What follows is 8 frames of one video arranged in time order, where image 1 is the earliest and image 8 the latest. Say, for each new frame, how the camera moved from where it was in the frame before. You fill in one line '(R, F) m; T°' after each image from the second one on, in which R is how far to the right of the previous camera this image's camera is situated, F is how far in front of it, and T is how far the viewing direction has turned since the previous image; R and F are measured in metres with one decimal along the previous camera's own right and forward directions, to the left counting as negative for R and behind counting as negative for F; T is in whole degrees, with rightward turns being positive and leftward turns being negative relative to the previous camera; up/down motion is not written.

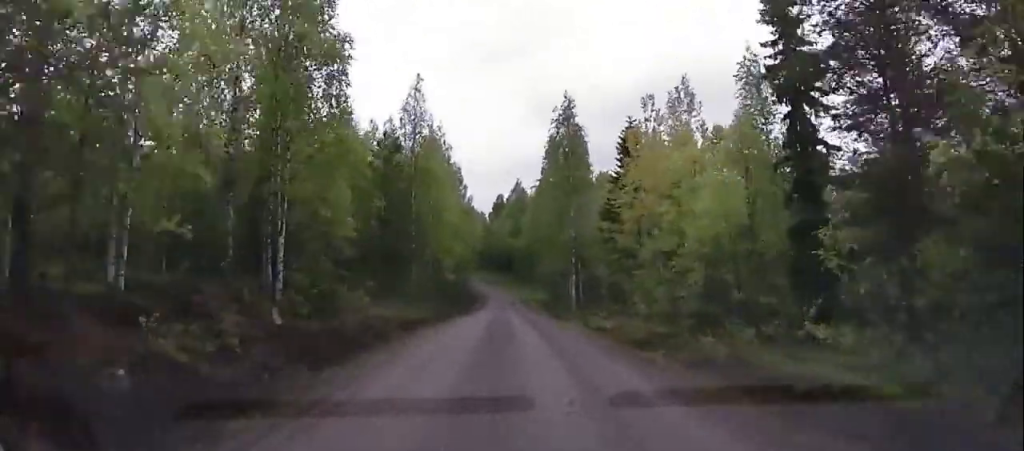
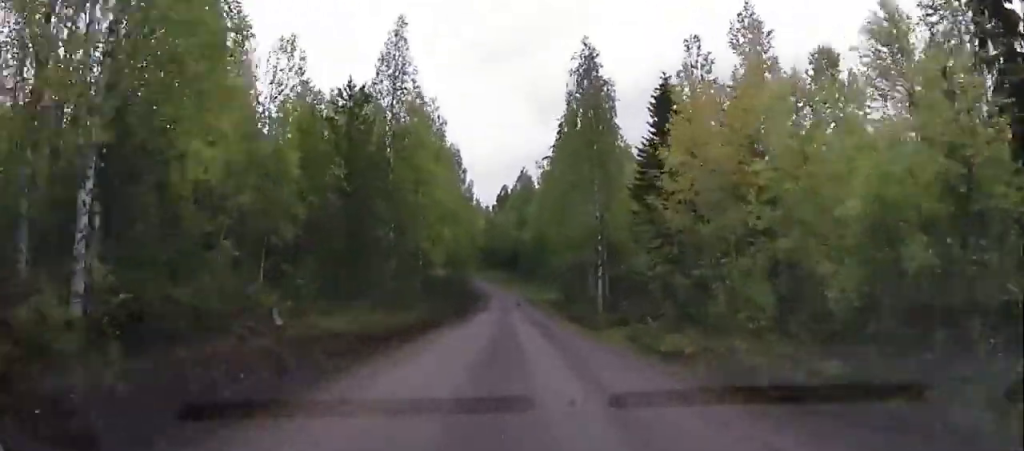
(+0.1, +9.7) m; -1°
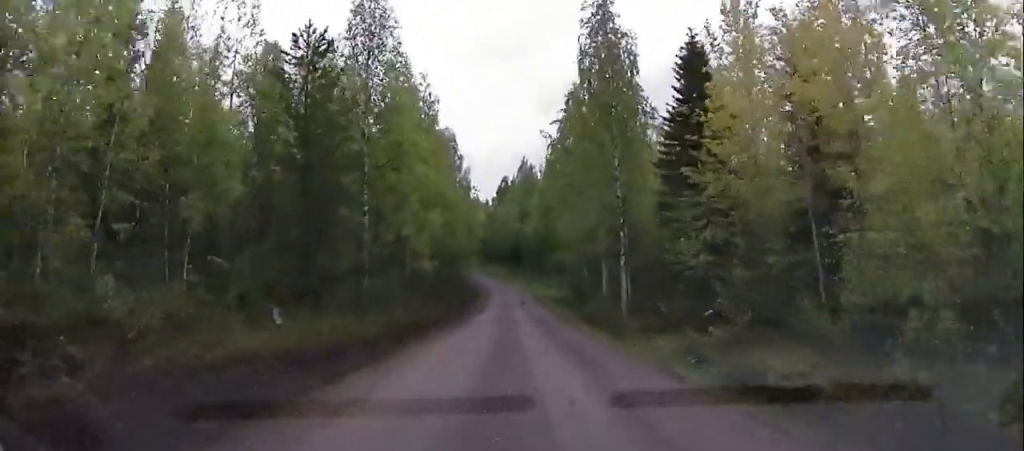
(+0.2, +6.4) m; -1°
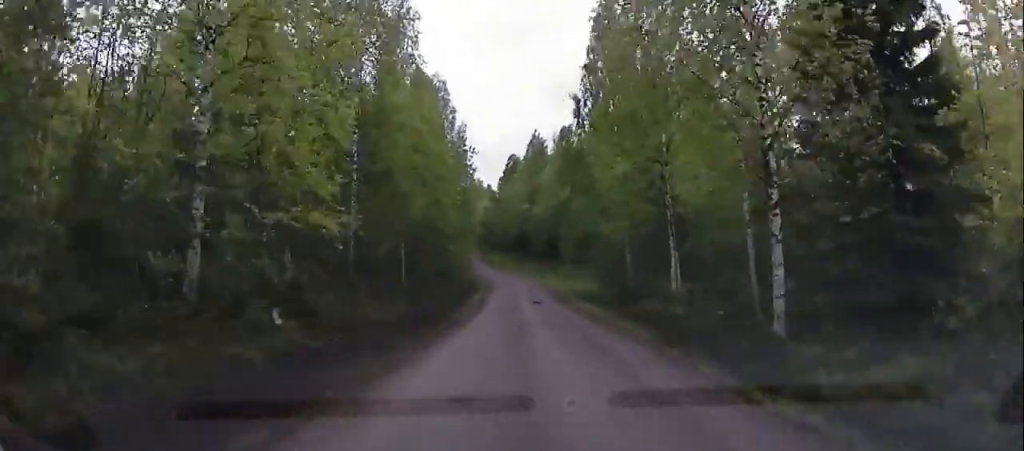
(-0.7, +14.9) m; -2°
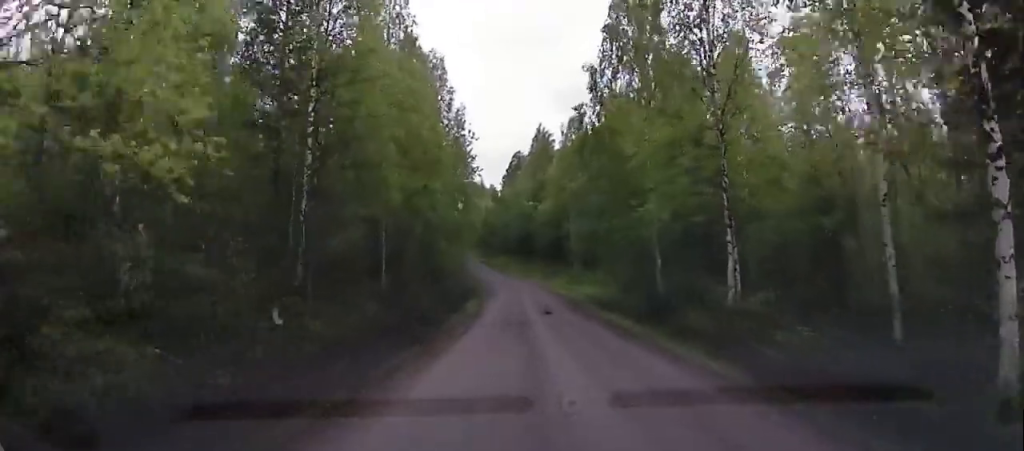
(+0.1, +6.2) m; 0°
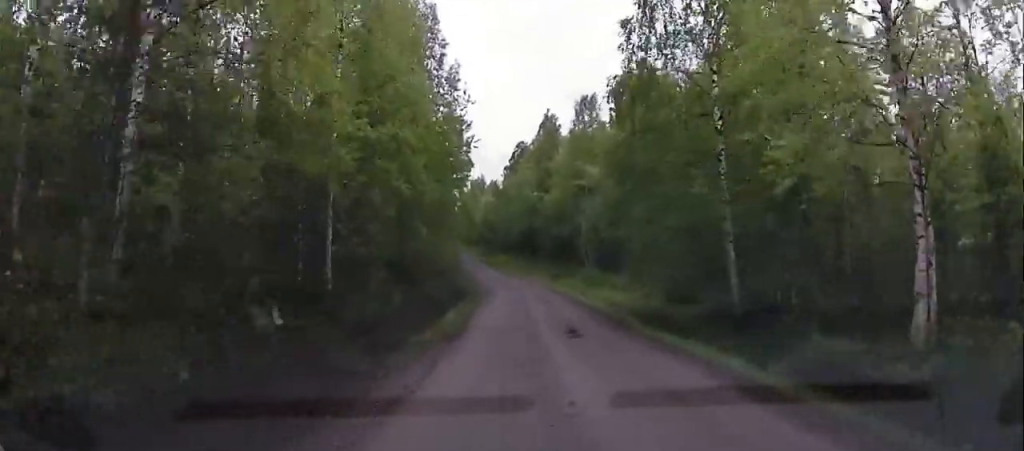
(-0.1, +8.9) m; +1°
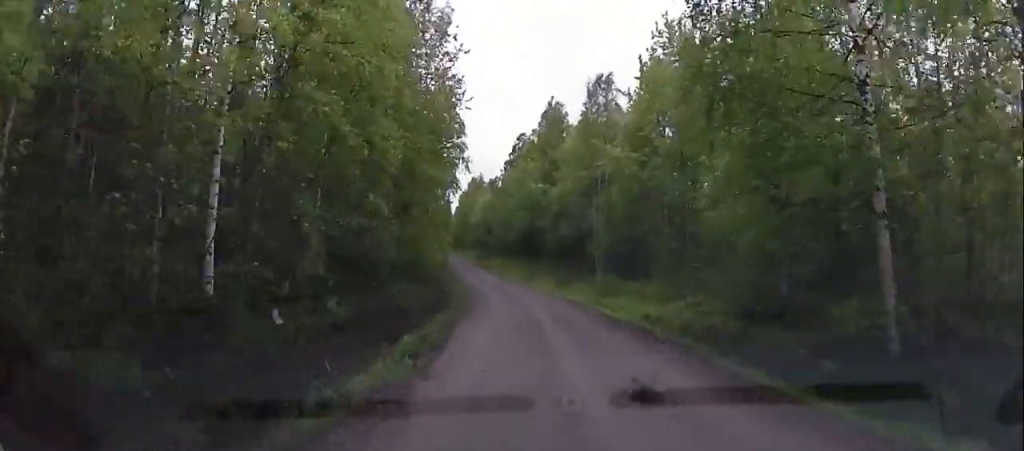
(+0.3, +8.8) m; +3°
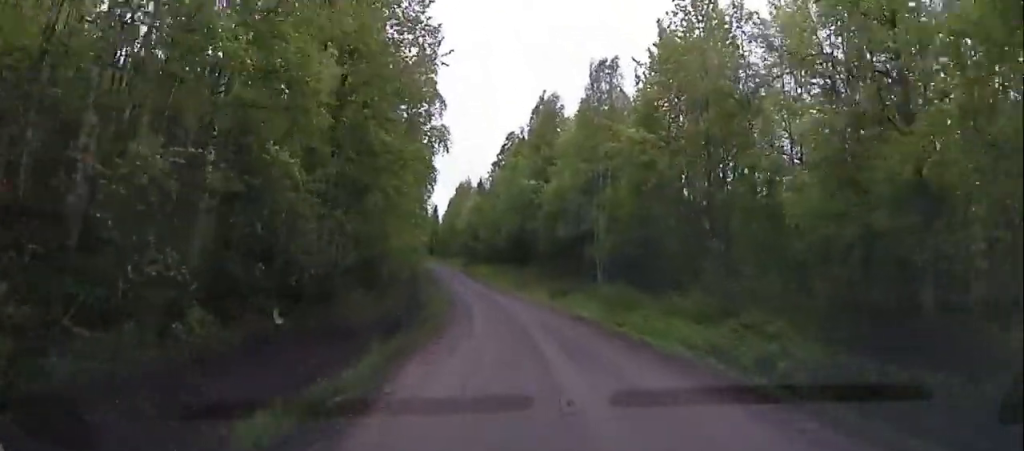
(+0.1, +6.9) m; +2°
